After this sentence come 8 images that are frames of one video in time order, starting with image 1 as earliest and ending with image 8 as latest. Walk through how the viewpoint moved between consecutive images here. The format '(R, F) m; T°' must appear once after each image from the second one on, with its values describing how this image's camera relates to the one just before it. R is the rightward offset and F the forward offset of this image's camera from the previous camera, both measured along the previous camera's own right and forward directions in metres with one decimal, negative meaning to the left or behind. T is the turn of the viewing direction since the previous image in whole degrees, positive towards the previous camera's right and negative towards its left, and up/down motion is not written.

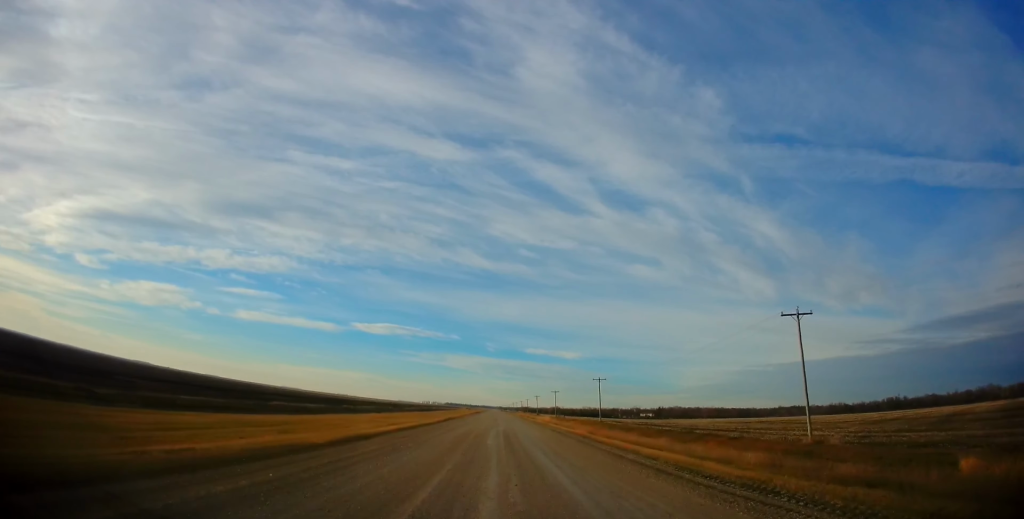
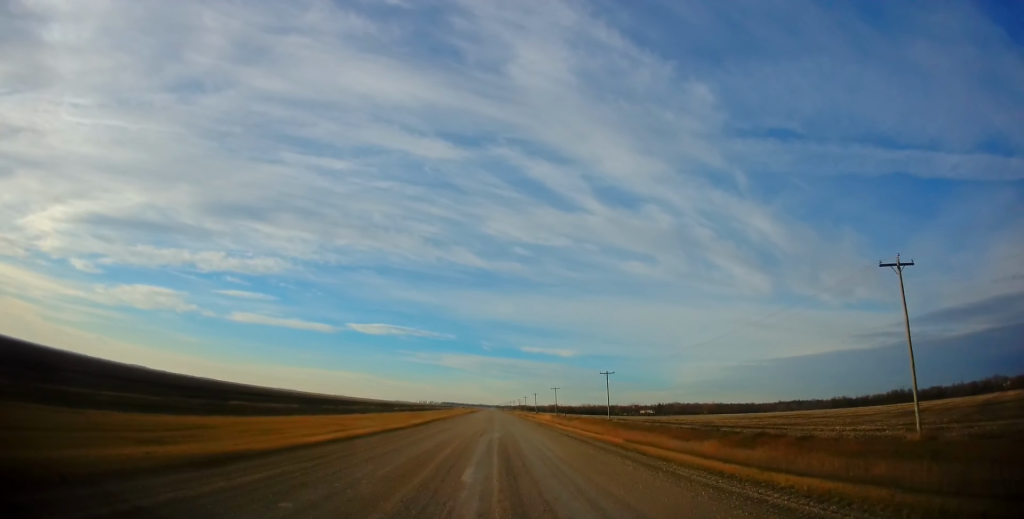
(-0.4, +11.9) m; 0°
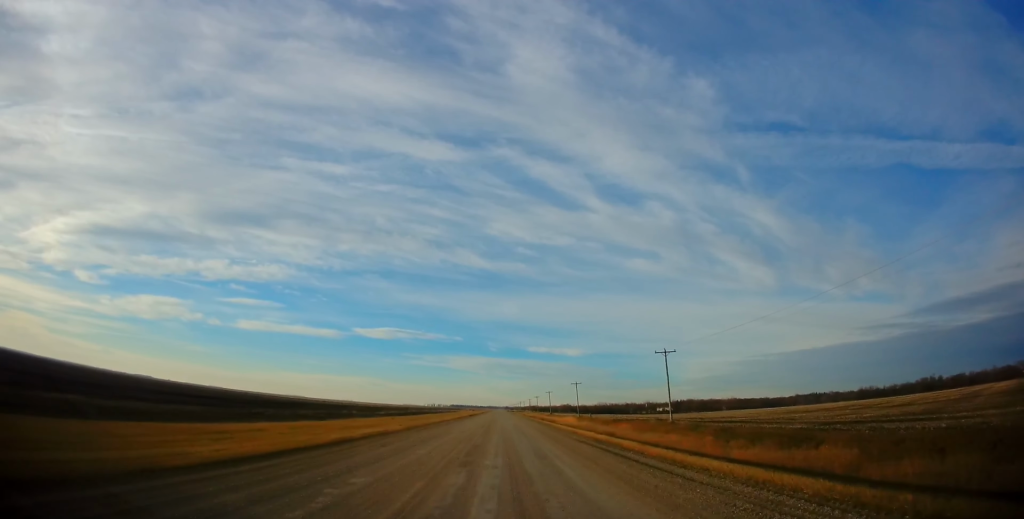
(+0.9, +31.1) m; +1°
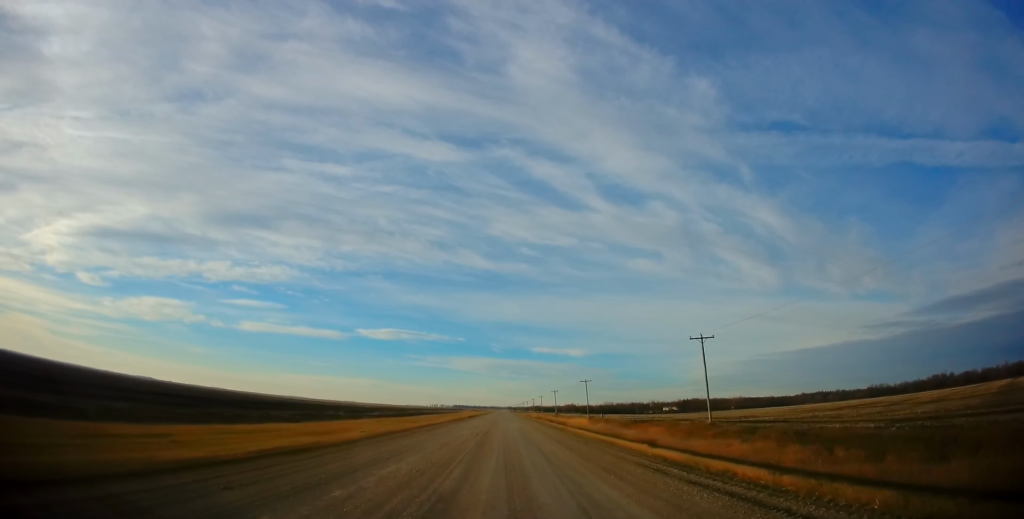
(-0.4, +11.2) m; -1°
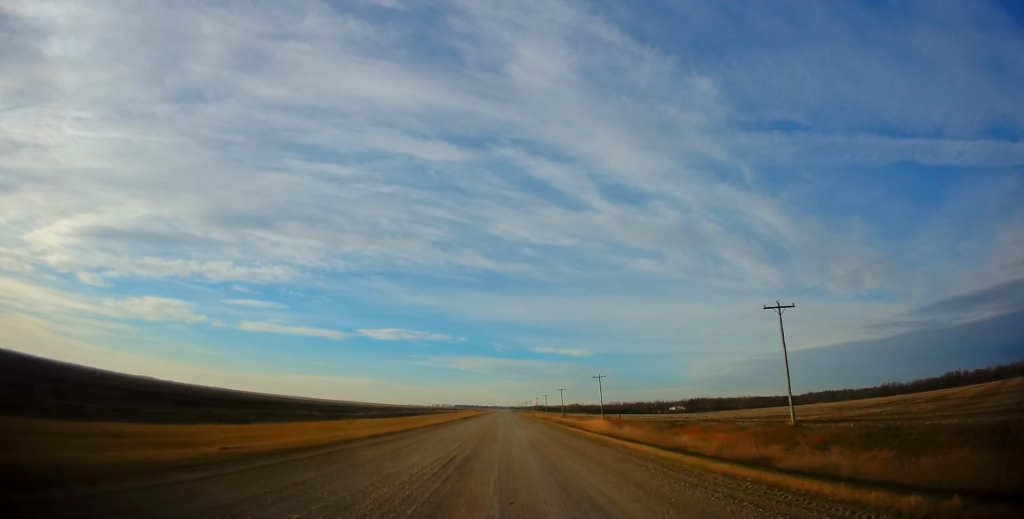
(-0.2, +14.8) m; -1°
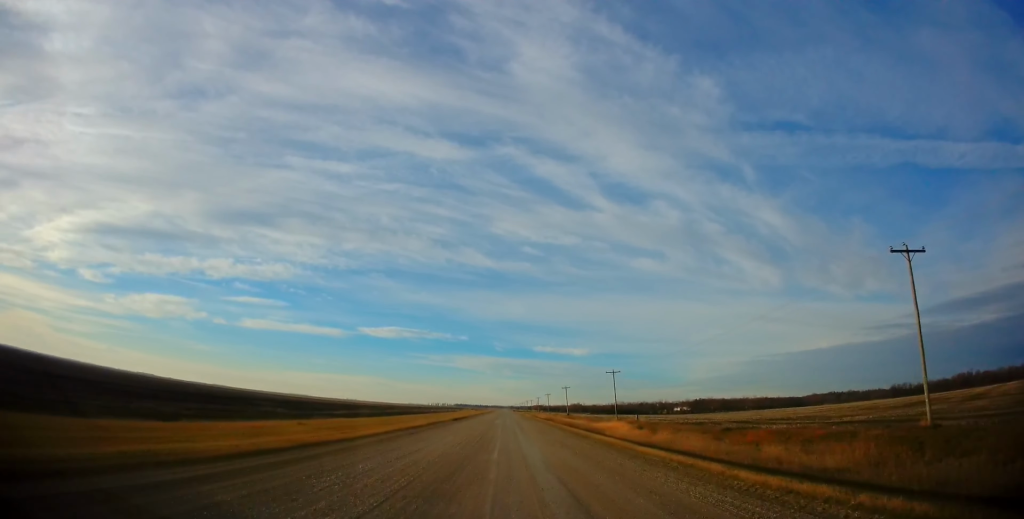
(+0.2, +13.0) m; 0°
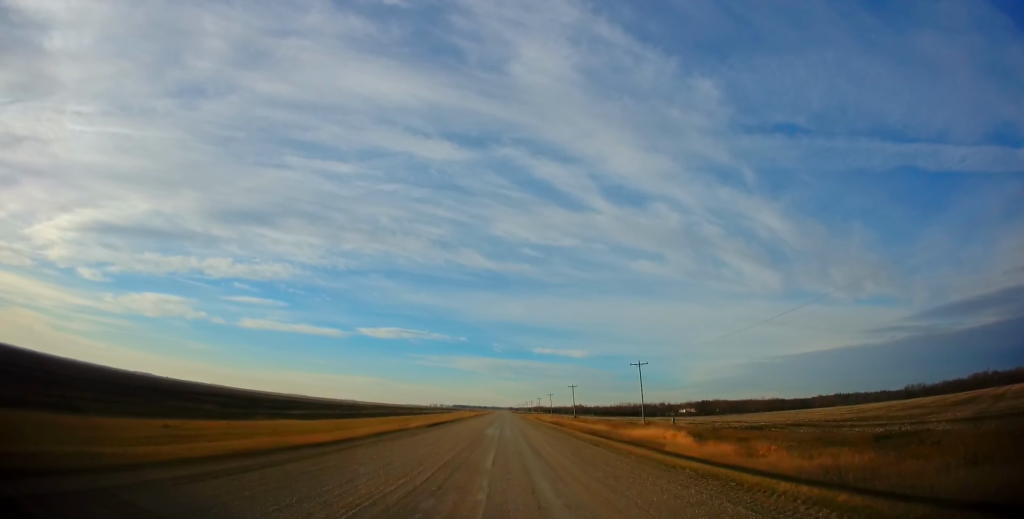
(-0.2, +17.6) m; 0°
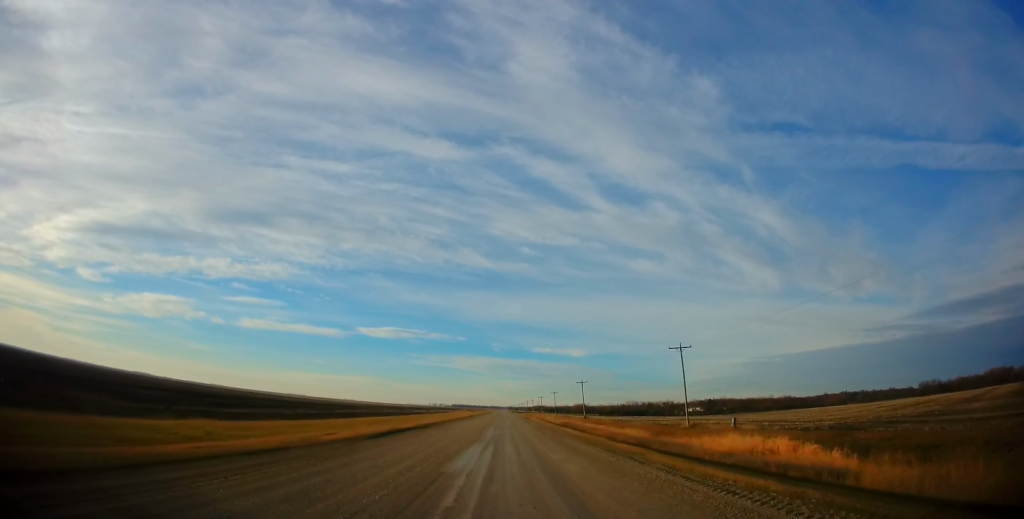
(0.0, +16.1) m; 0°
